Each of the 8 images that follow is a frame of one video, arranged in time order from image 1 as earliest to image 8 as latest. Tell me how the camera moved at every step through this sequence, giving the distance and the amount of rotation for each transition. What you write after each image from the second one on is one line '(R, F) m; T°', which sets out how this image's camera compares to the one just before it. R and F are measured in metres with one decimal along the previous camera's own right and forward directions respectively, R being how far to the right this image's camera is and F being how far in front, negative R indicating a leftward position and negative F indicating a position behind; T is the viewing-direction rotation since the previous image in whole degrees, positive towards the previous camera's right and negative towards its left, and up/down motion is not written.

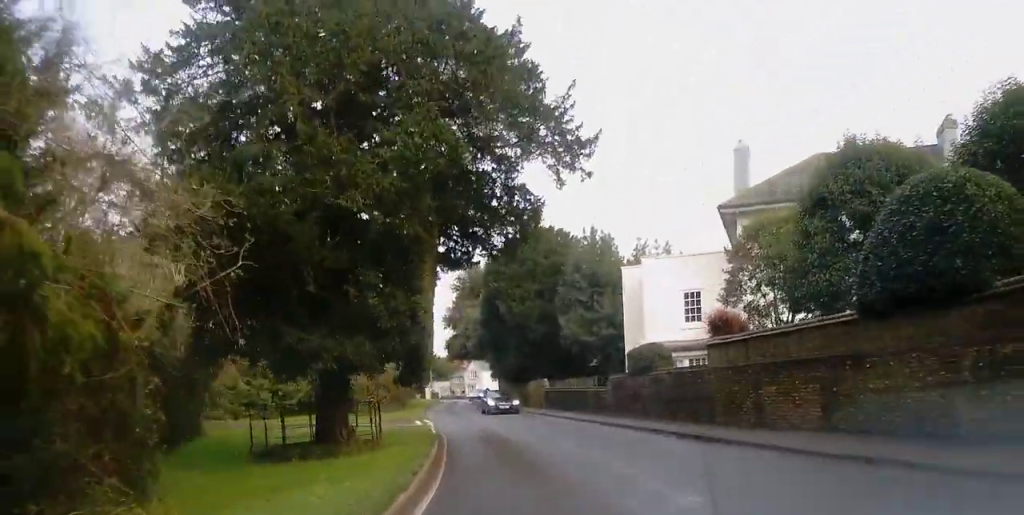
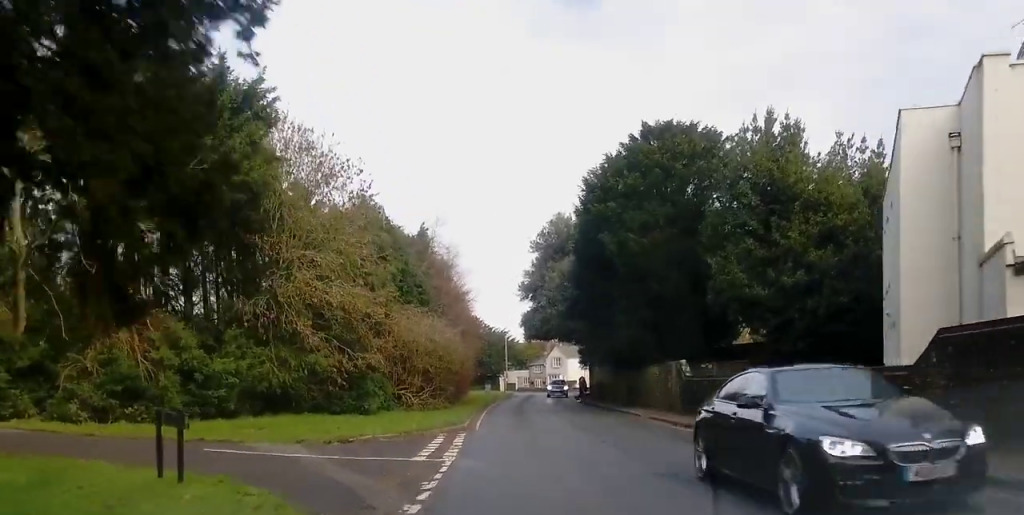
(-1.4, +19.3) m; -7°
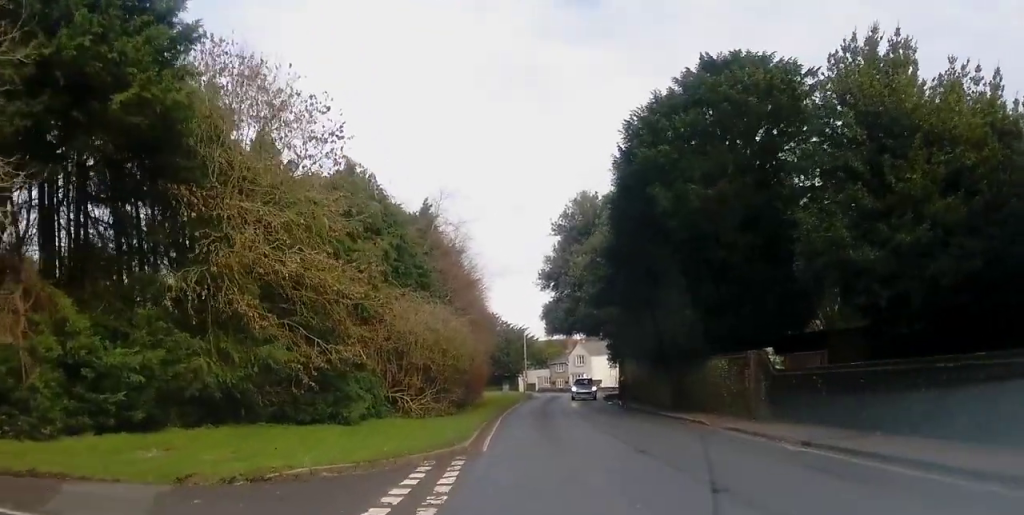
(-0.2, +7.3) m; -1°
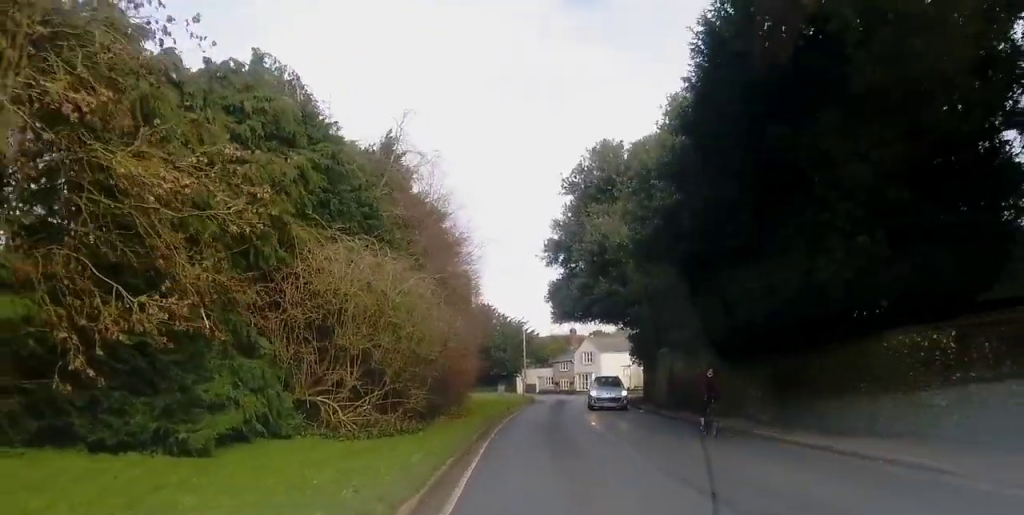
(+0.1, +12.6) m; +2°
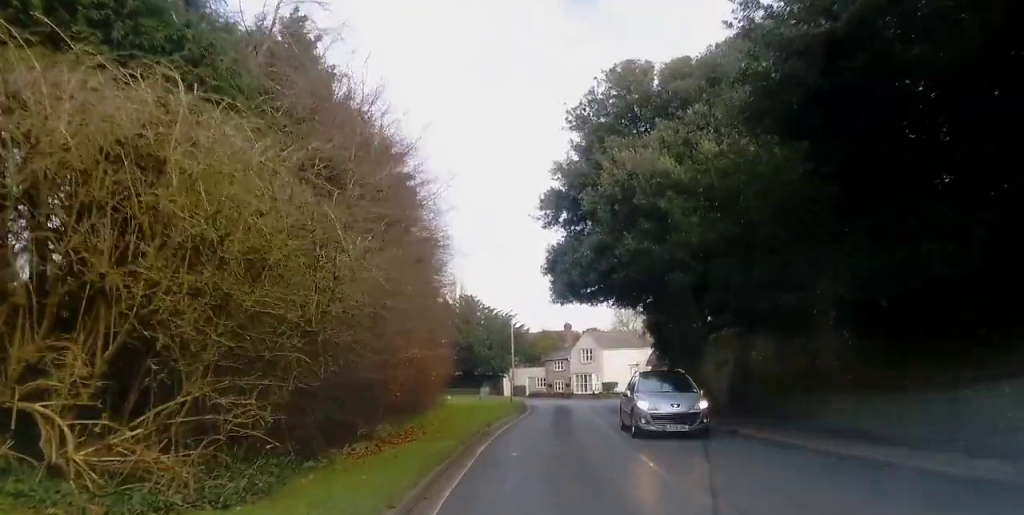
(+0.3, +12.1) m; -1°
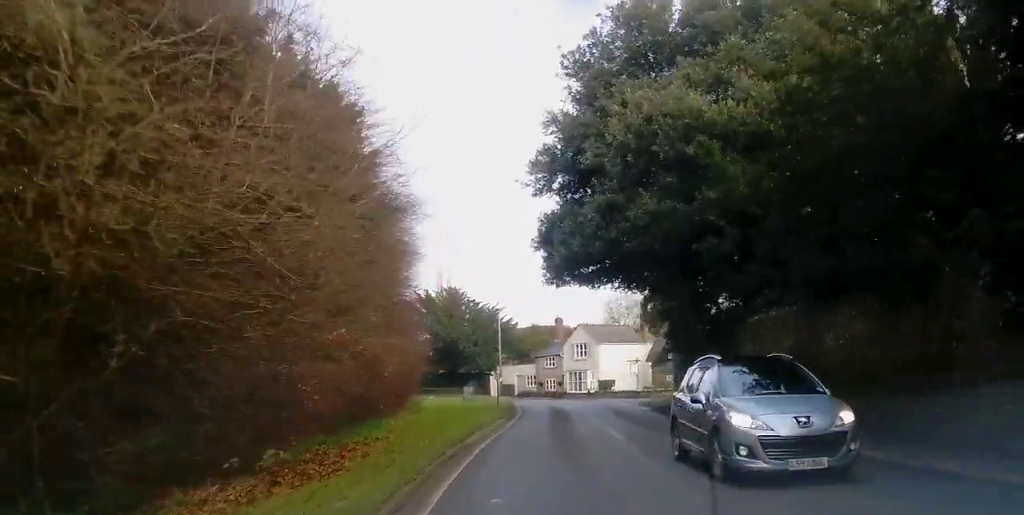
(-0.3, +5.9) m; -1°
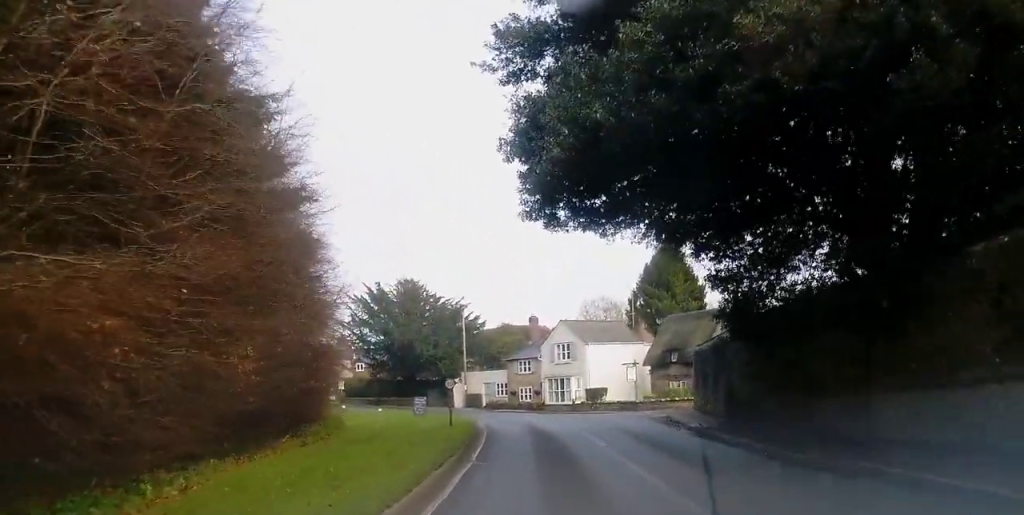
(+0.1, +12.7) m; +3°
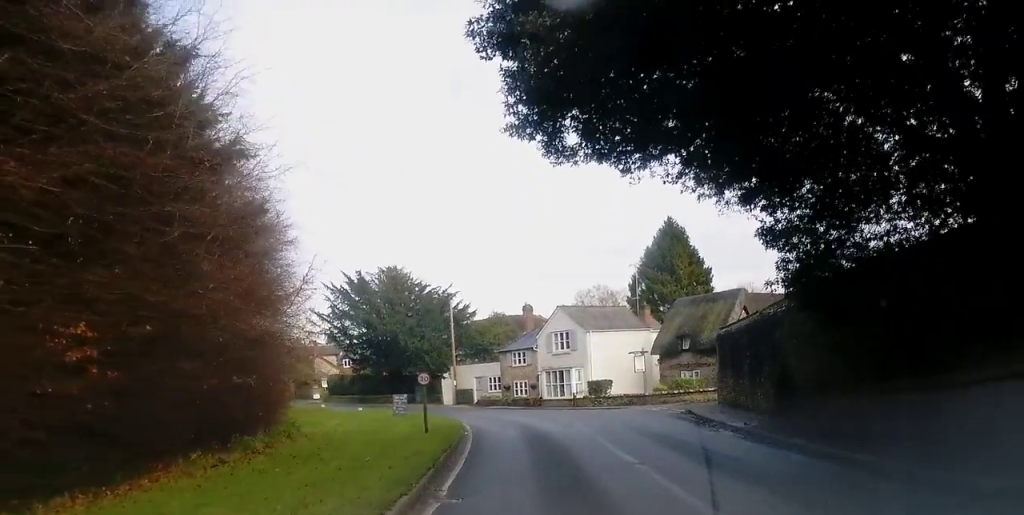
(+0.2, +5.2) m; +1°
